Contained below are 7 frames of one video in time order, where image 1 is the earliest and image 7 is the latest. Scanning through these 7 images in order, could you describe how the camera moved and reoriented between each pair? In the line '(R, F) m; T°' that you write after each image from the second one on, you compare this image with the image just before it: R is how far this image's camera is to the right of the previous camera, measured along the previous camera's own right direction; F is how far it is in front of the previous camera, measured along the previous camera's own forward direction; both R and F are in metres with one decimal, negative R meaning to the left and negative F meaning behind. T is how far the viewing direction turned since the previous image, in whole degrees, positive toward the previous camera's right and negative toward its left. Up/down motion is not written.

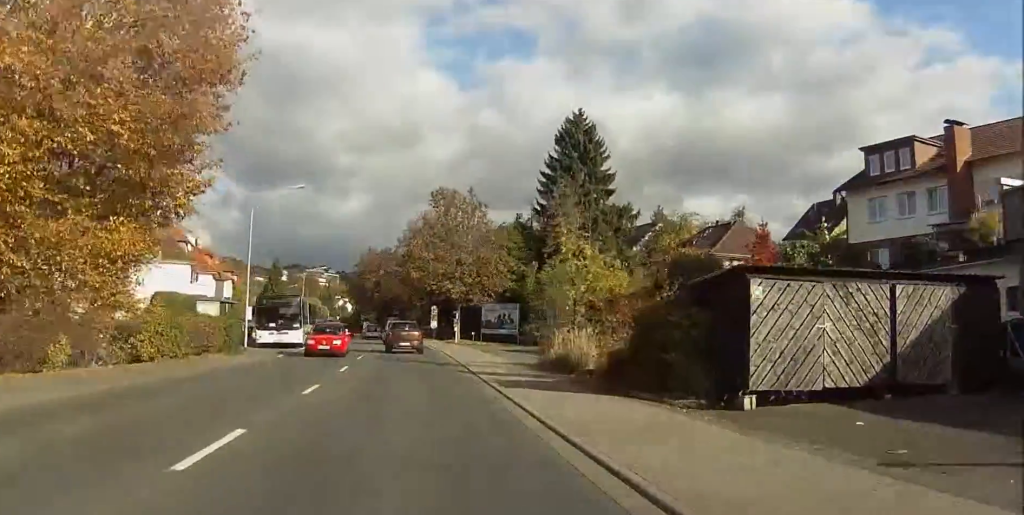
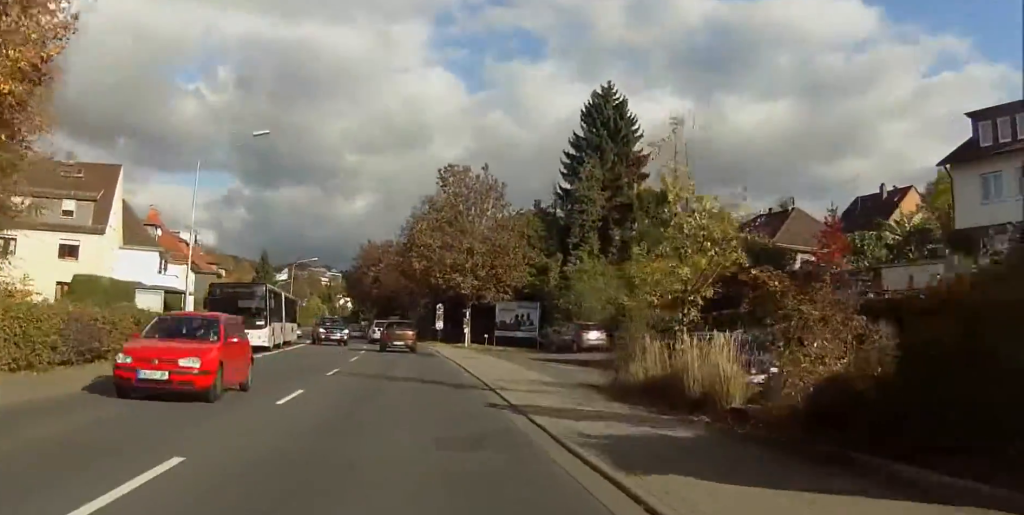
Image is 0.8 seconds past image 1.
(+2.1, +9.7) m; +5°
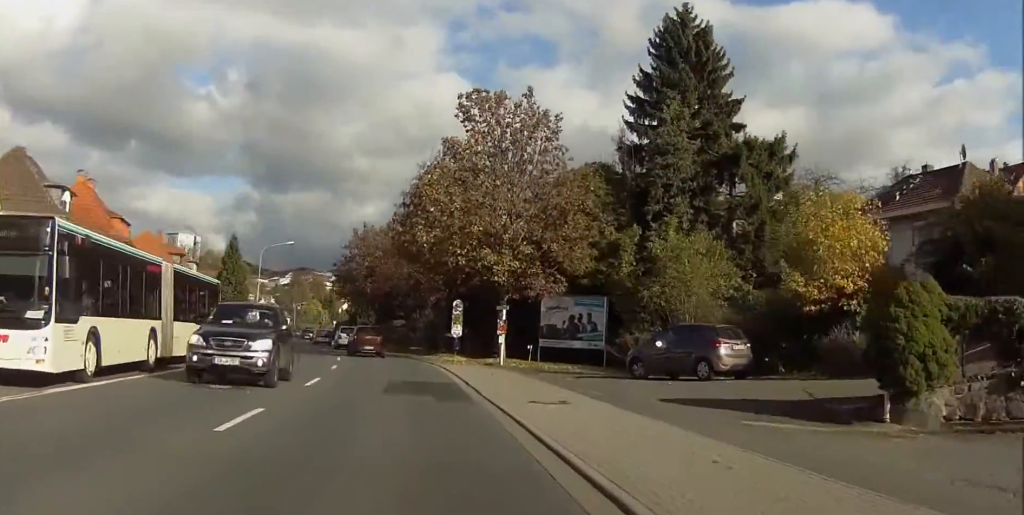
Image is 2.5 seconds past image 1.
(-2.9, +24.1) m; -7°
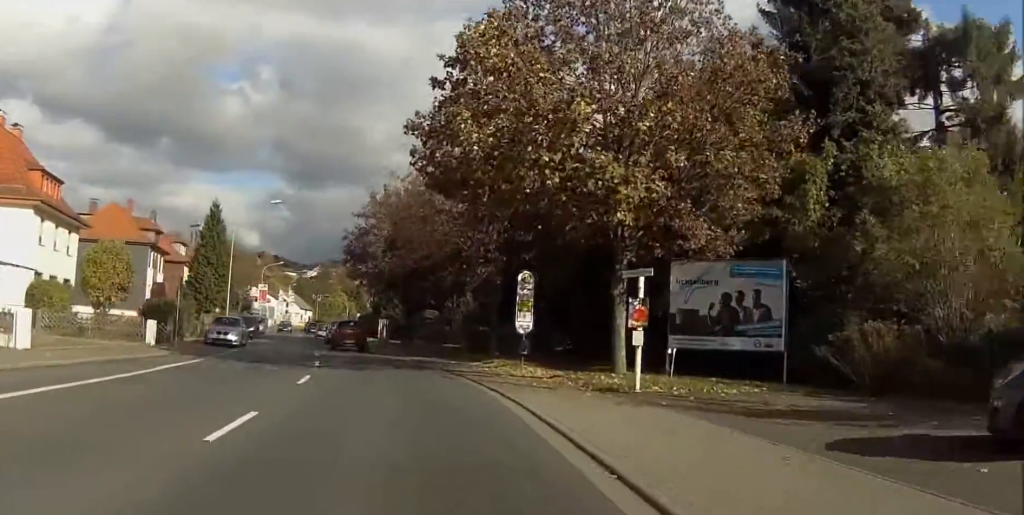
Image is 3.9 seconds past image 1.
(-0.8, +22.5) m; -3°
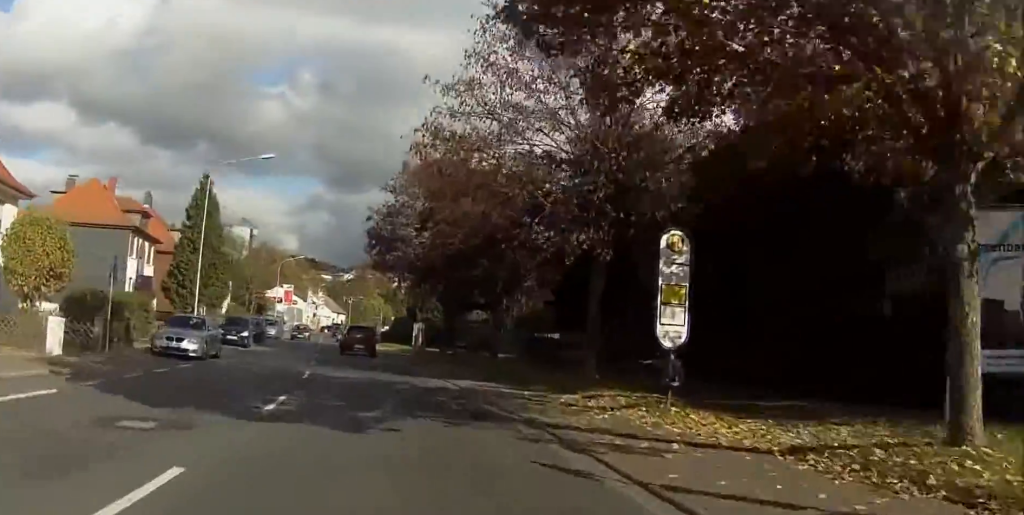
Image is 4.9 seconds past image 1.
(-0.1, +14.4) m; +9°
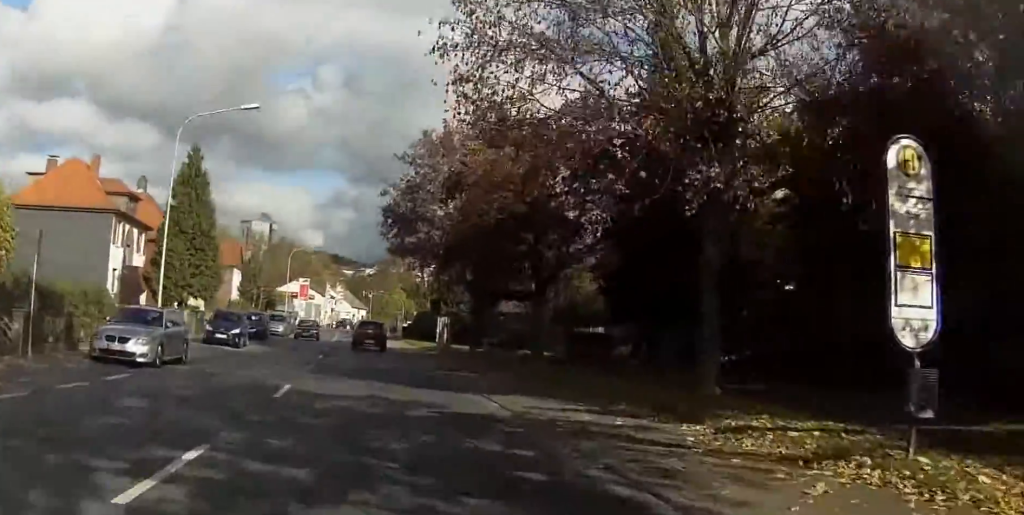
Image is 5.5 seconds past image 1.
(+2.8, +6.7) m; -2°
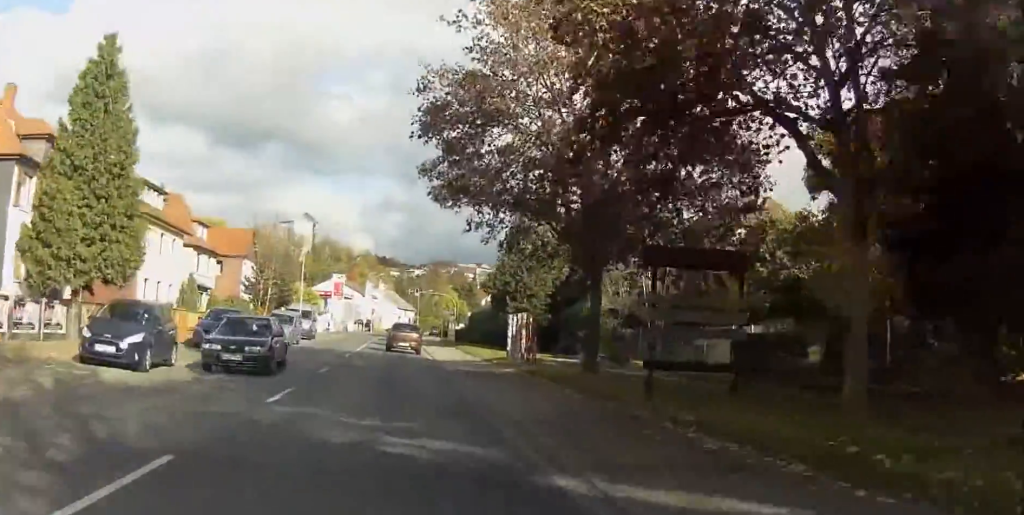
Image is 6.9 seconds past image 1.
(-6.1, +18.8) m; -21°
